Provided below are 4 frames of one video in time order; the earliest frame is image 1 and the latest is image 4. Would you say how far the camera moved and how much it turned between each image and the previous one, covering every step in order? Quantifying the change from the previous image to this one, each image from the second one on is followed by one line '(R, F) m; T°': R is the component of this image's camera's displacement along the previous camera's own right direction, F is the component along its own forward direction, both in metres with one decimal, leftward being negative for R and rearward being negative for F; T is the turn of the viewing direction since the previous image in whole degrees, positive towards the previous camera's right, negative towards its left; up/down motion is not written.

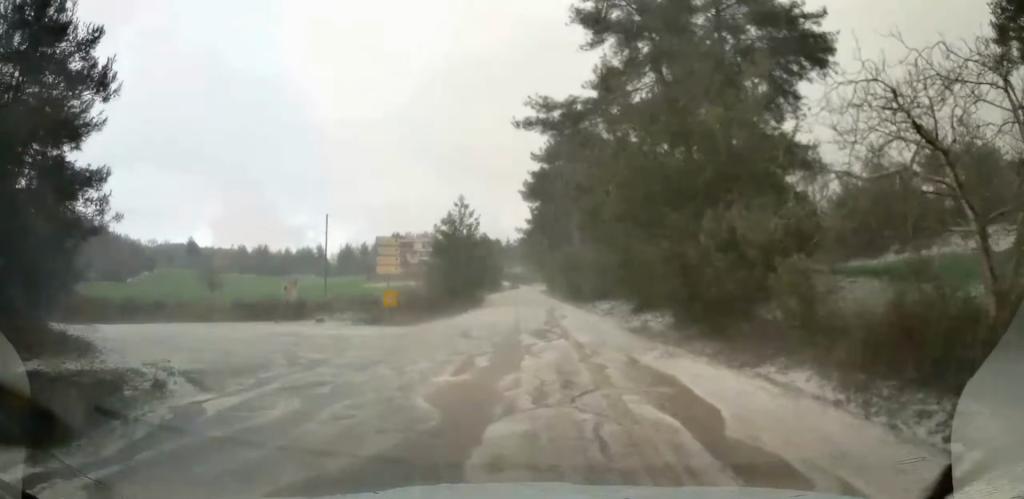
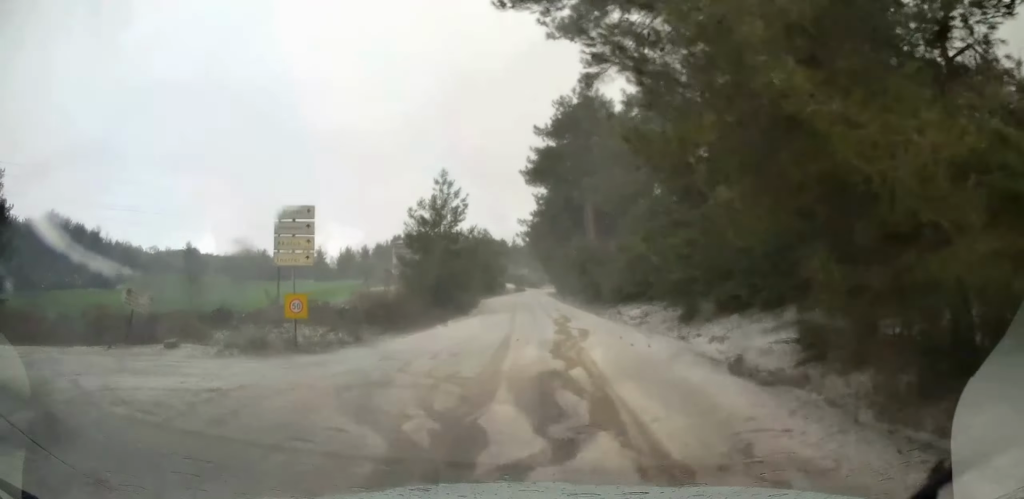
(+0.2, +11.0) m; +1°
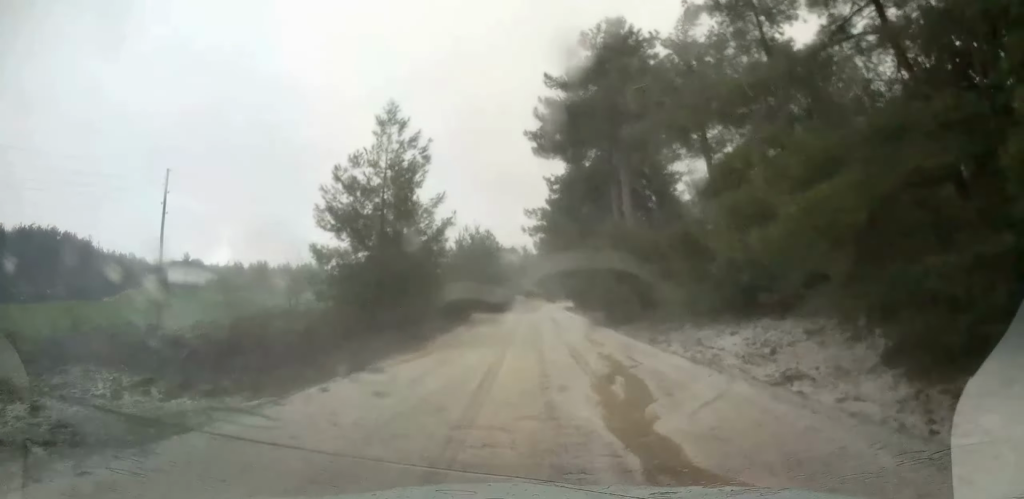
(-0.4, +15.5) m; -1°
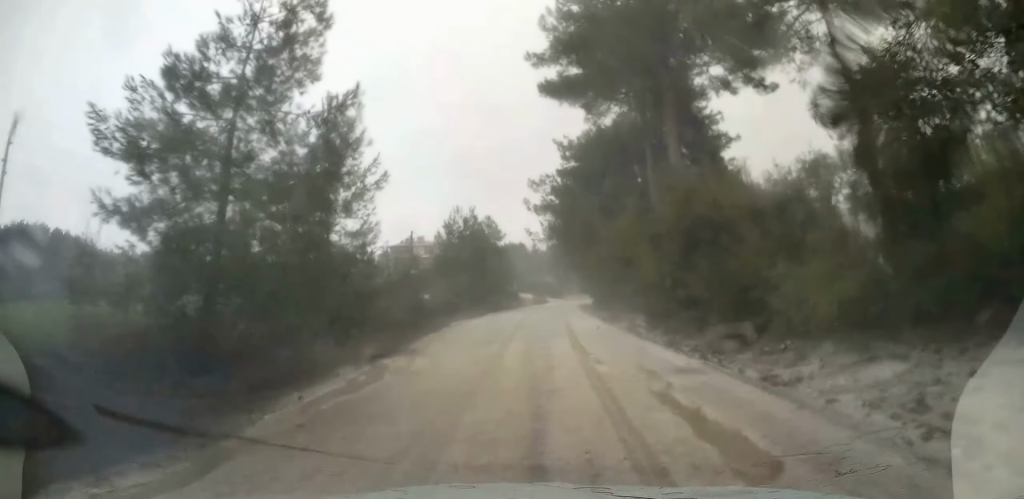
(+0.1, +11.4) m; -1°
